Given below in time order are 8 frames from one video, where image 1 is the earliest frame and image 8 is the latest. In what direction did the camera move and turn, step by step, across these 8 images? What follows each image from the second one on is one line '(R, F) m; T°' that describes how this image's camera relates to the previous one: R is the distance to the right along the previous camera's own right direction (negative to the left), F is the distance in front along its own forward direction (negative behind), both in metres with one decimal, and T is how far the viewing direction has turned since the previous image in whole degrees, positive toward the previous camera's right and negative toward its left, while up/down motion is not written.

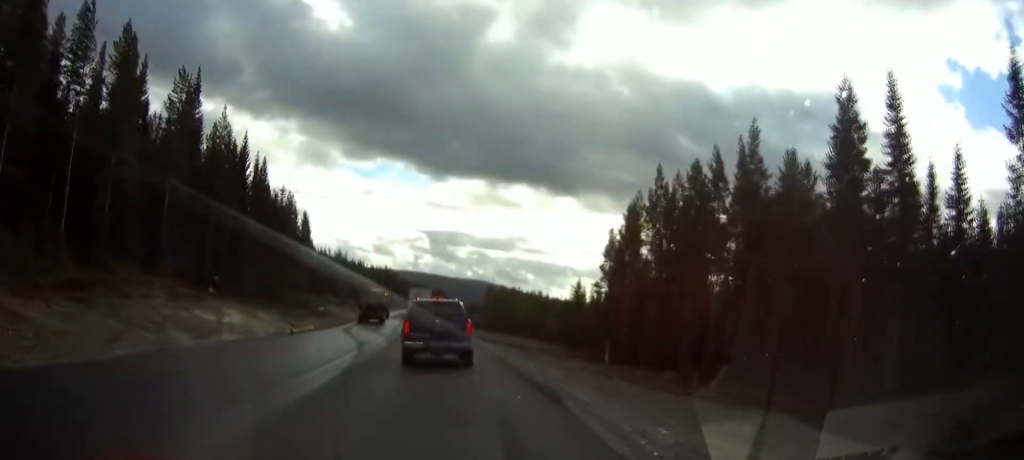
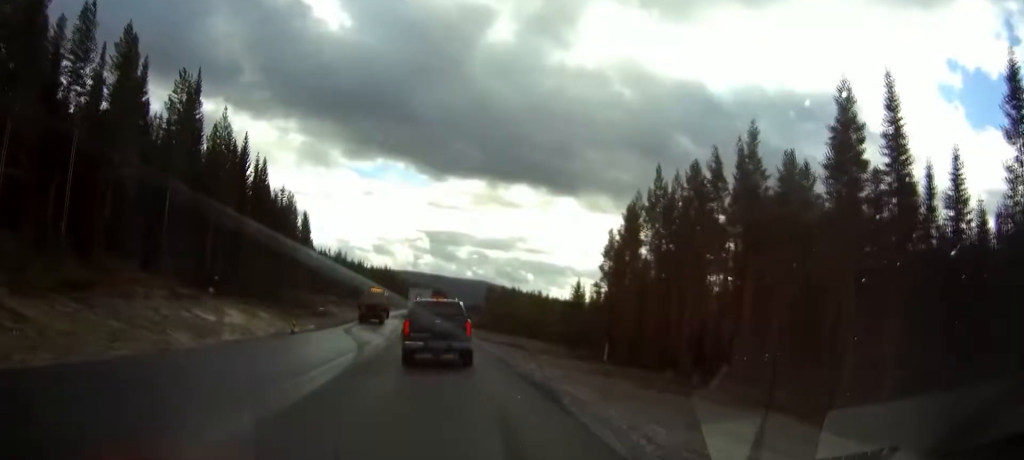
(0.0, +7.3) m; -1°
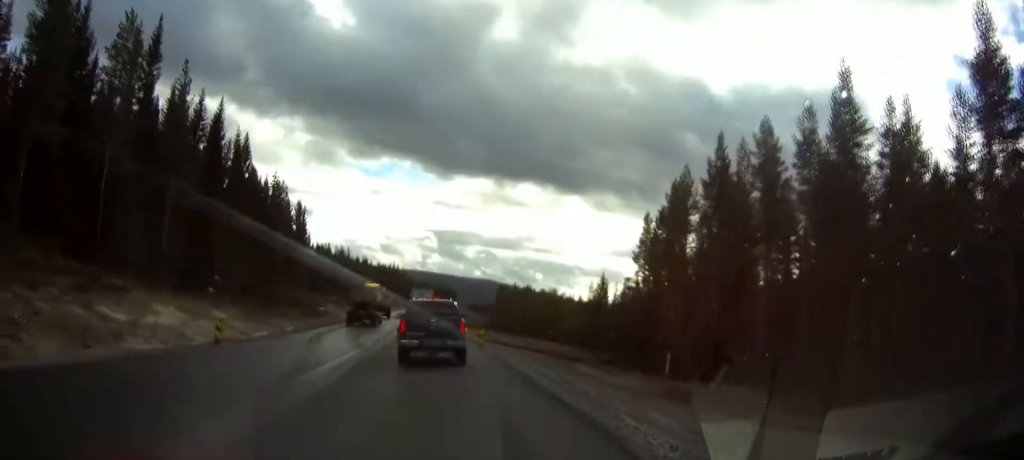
(-0.2, +12.7) m; -1°
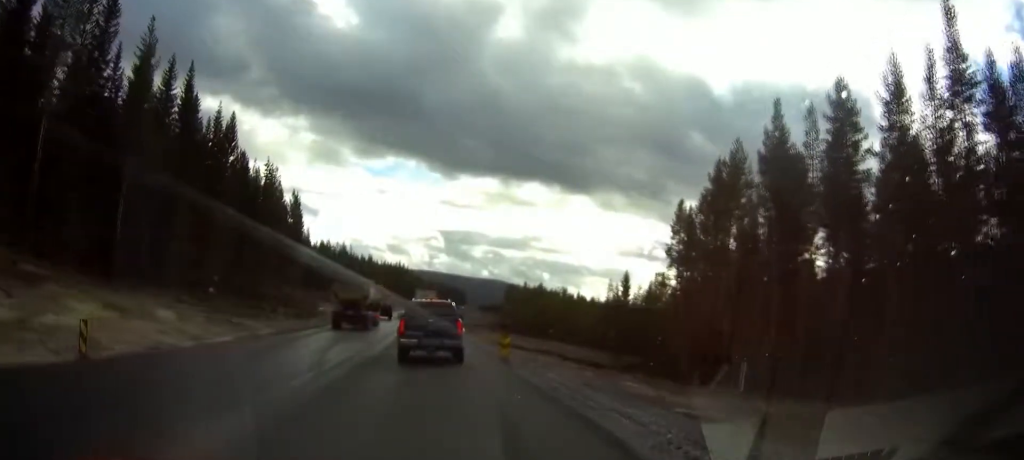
(0.0, +9.7) m; 0°
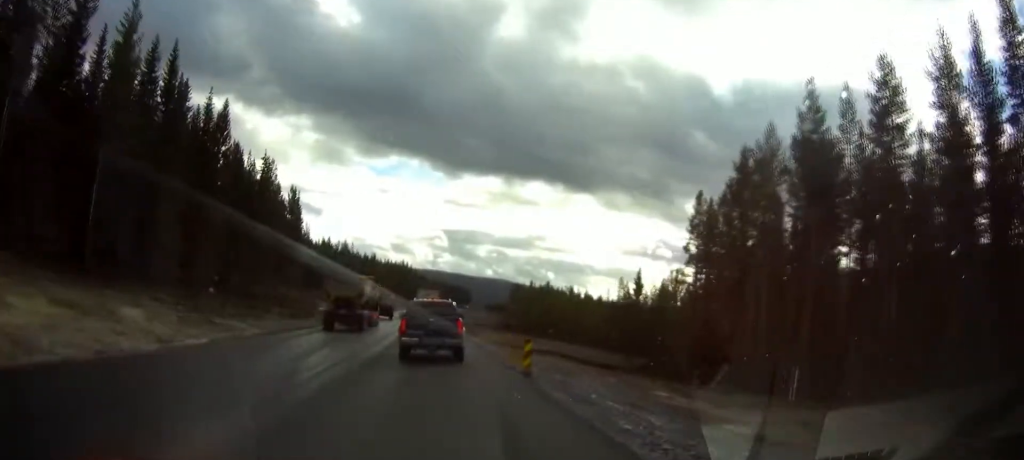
(0.0, +4.7) m; 0°
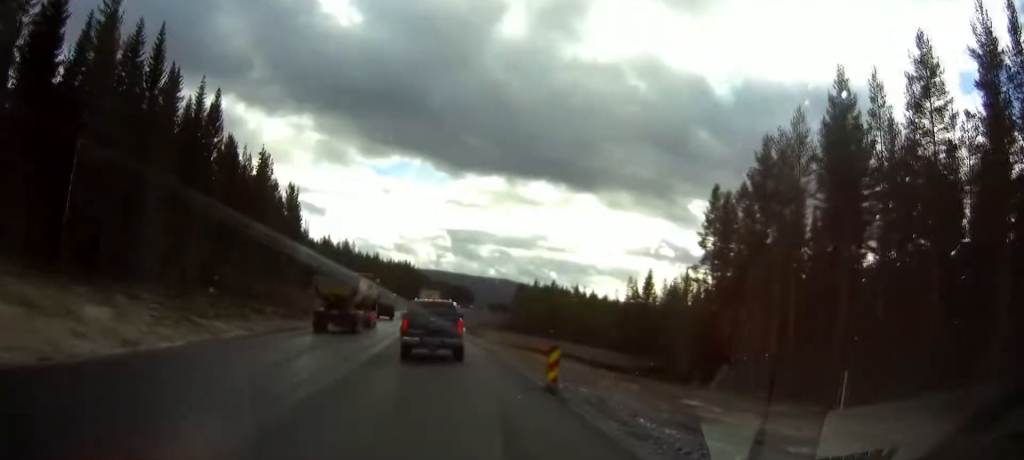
(0.0, +3.7) m; 0°
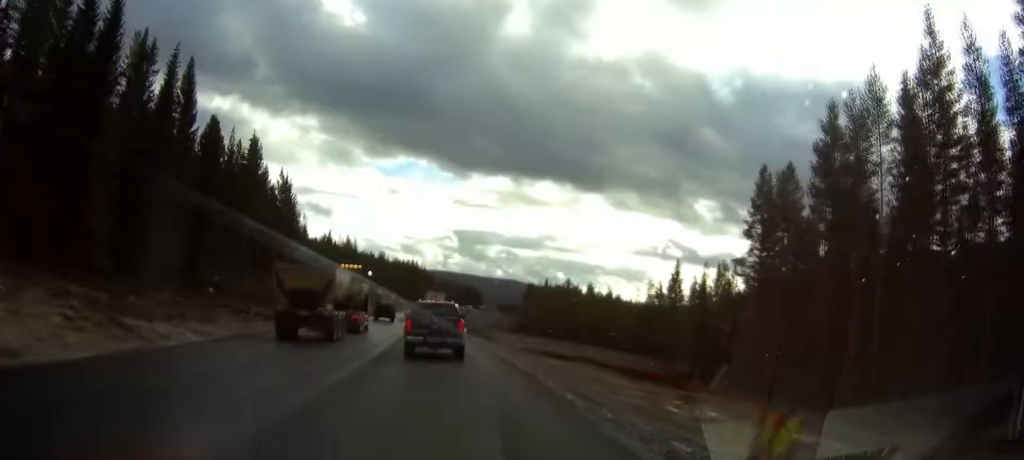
(-0.1, +9.2) m; -1°
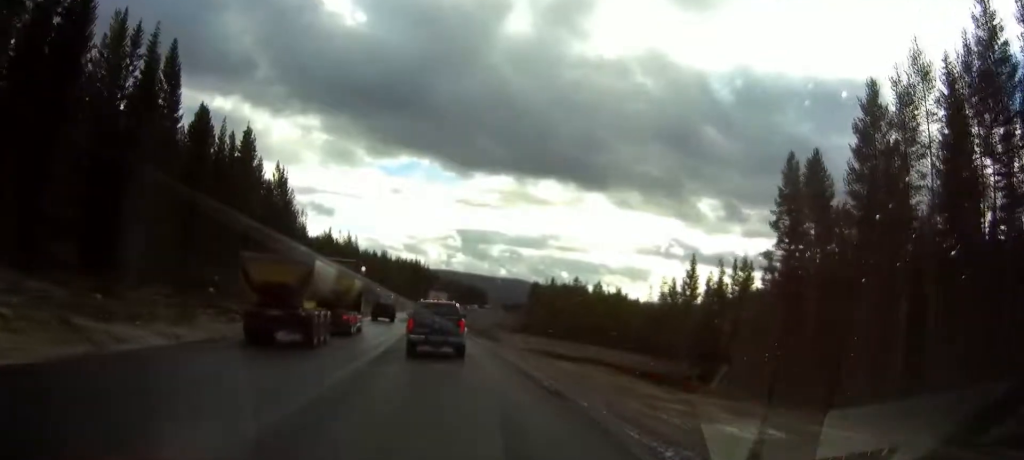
(-0.1, +4.8) m; 0°
